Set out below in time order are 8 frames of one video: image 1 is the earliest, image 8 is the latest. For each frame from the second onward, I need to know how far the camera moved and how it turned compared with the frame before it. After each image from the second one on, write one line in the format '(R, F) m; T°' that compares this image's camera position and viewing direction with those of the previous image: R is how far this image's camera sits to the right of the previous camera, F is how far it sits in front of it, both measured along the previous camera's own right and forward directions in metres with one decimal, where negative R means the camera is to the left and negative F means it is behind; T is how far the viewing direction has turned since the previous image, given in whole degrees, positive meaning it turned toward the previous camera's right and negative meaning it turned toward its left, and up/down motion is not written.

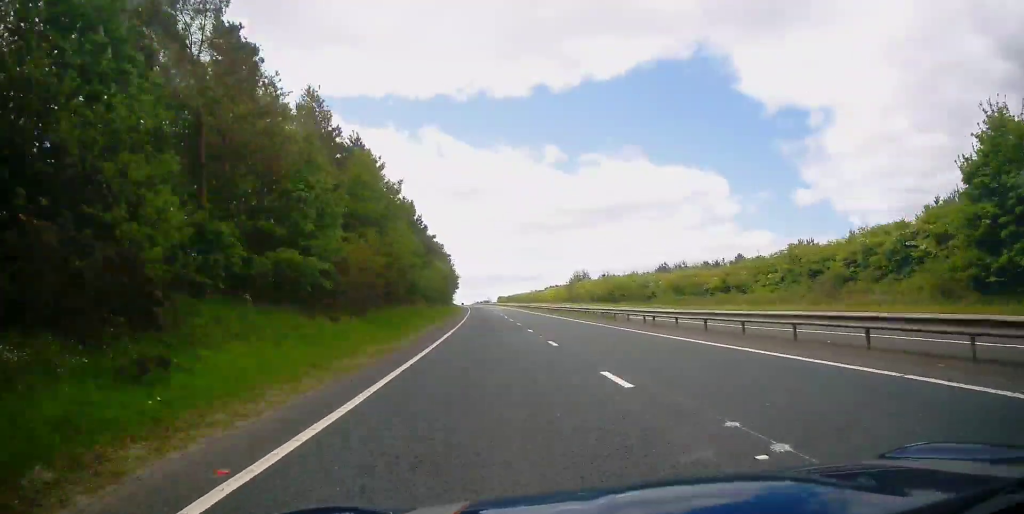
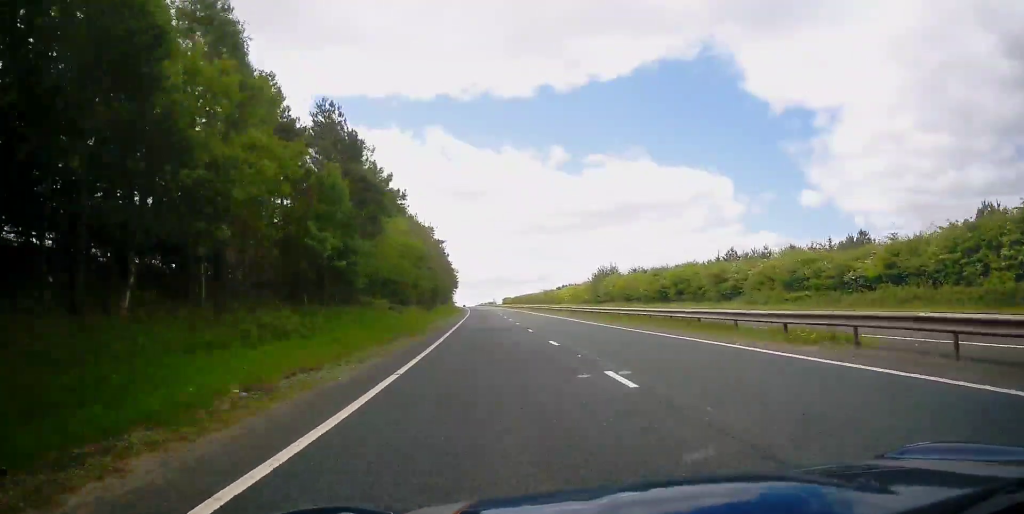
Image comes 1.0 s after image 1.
(-0.1, +27.7) m; -1°
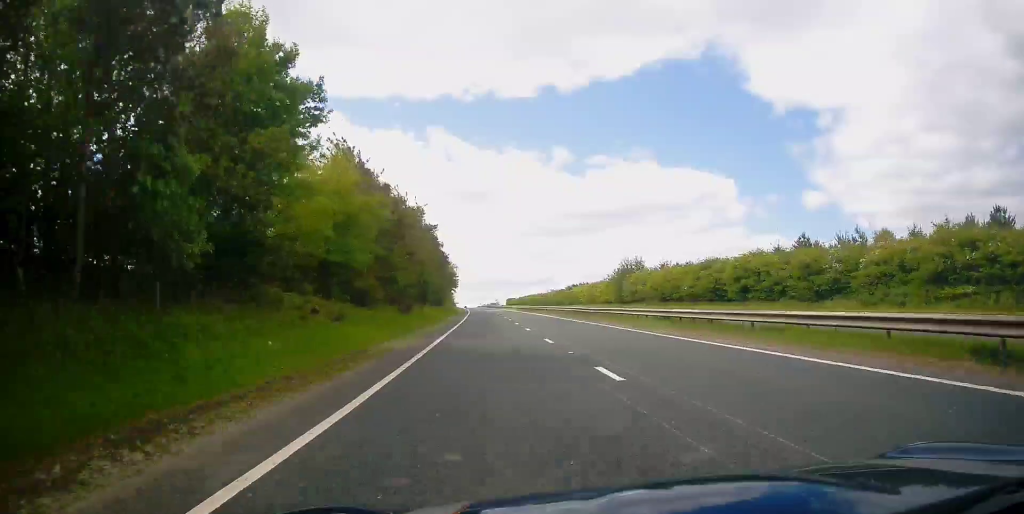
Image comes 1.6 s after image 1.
(-0.2, +17.0) m; 0°
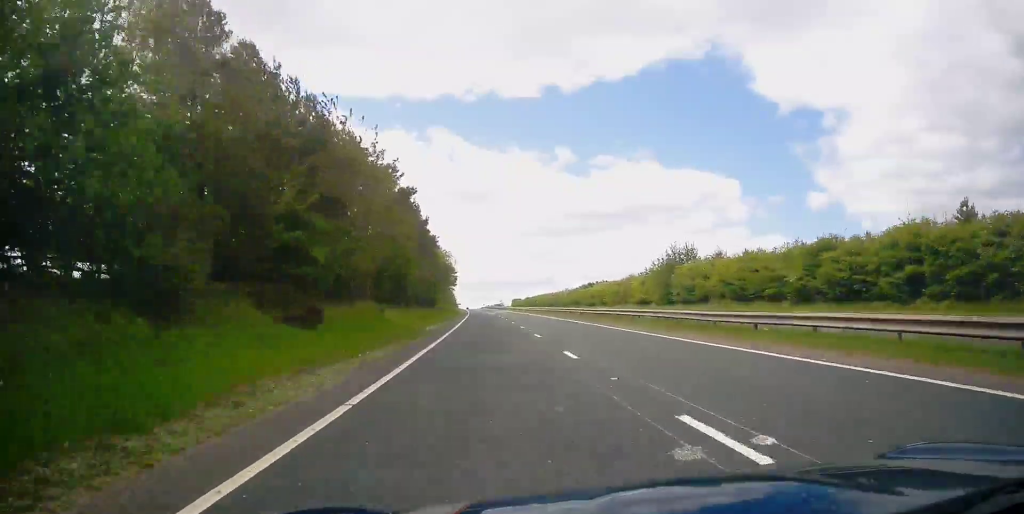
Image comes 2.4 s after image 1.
(+0.1, +22.6) m; 0°
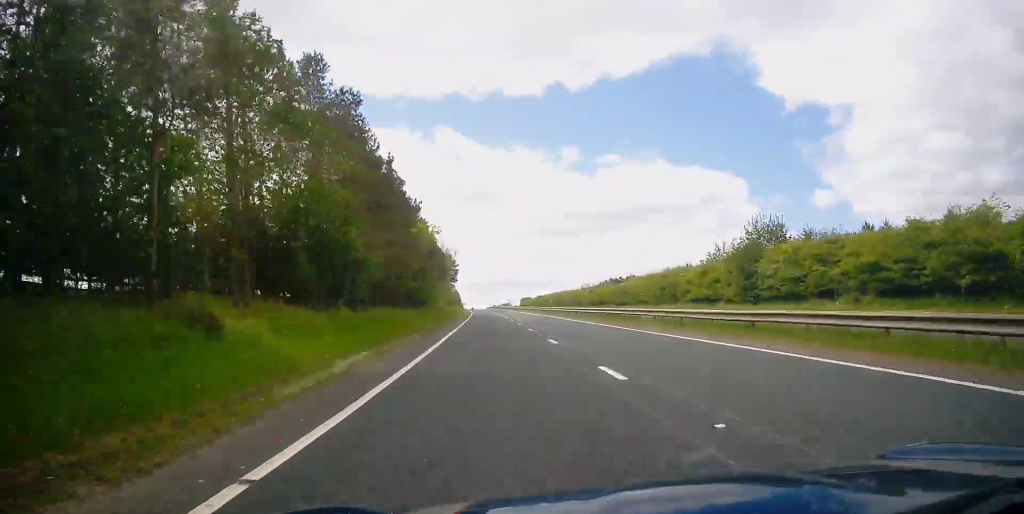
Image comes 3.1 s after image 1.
(0.0, +21.5) m; 0°
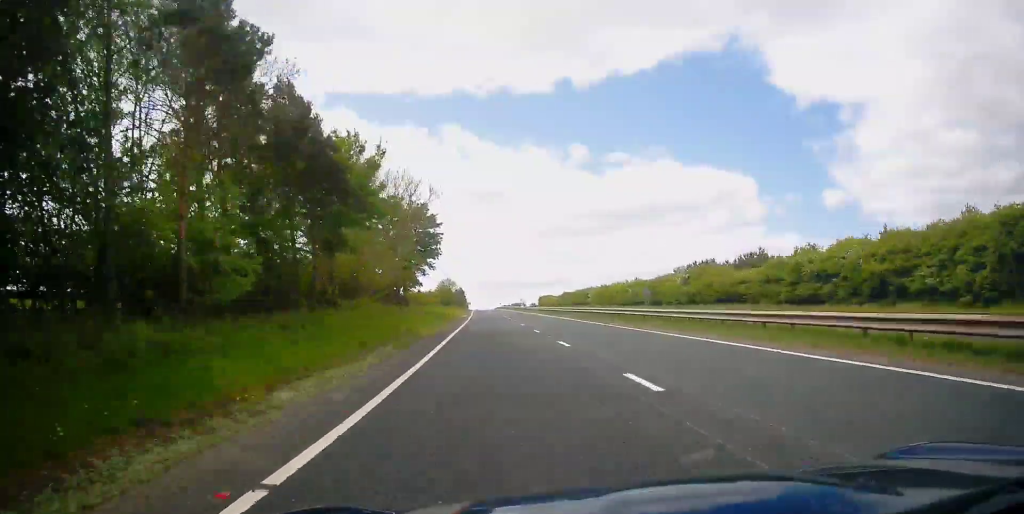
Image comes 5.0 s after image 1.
(-0.5, +54.3) m; -1°
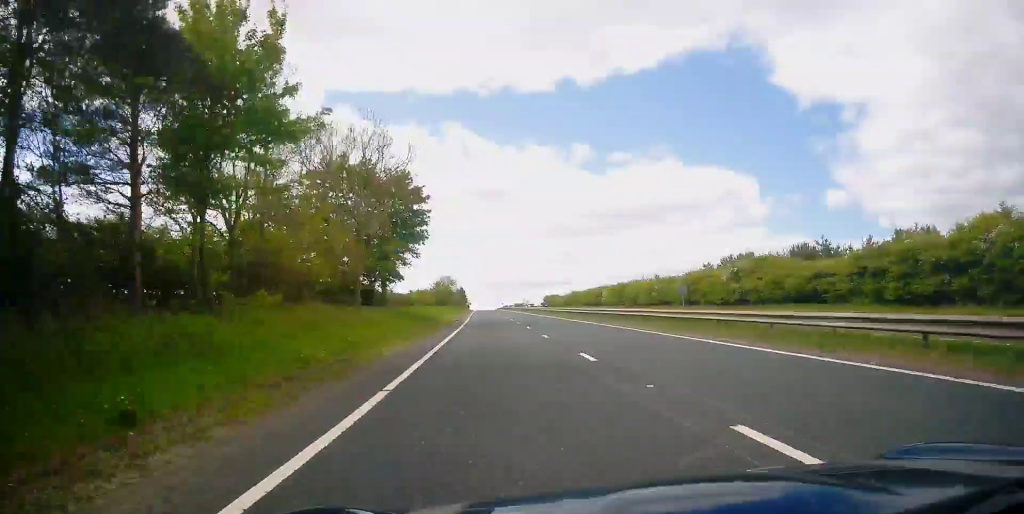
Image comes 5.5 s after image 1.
(+0.1, +13.5) m; 0°
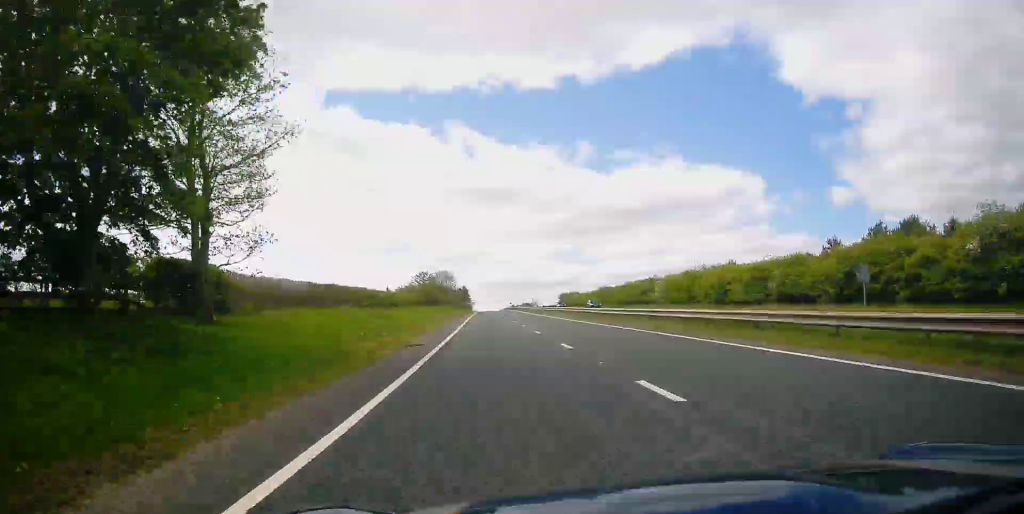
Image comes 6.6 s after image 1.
(-0.2, +31.3) m; 0°
